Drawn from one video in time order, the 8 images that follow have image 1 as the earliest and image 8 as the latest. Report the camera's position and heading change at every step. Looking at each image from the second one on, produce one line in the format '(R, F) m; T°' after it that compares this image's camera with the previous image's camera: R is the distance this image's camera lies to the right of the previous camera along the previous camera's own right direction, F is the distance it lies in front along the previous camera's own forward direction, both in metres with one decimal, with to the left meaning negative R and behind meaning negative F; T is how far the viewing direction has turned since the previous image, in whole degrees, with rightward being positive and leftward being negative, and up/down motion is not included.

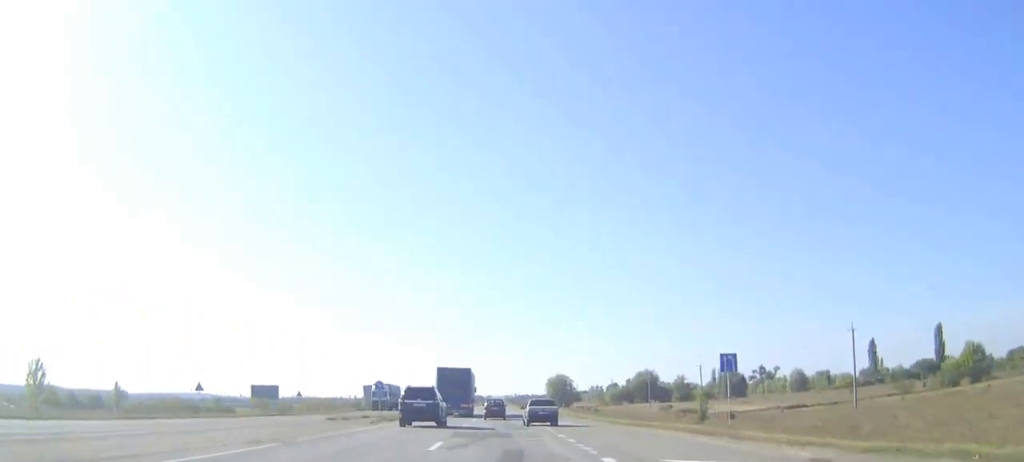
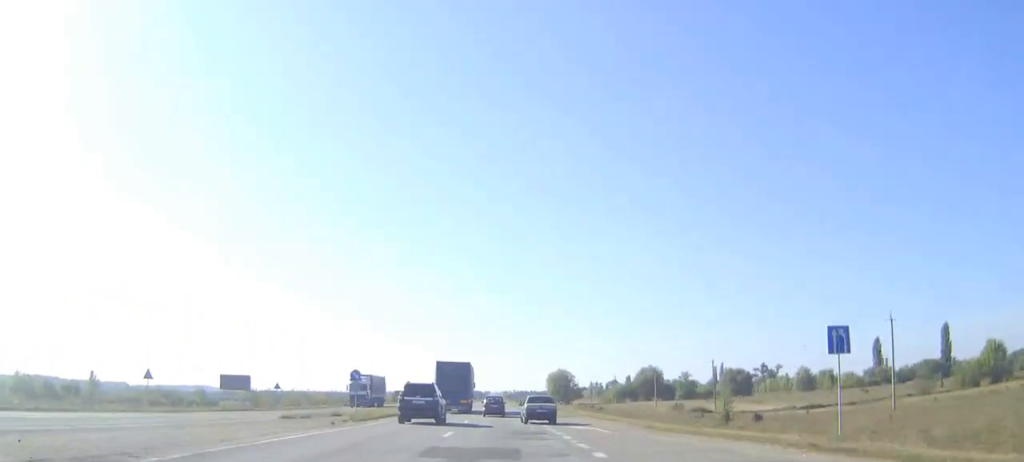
(0.0, +10.2) m; 0°
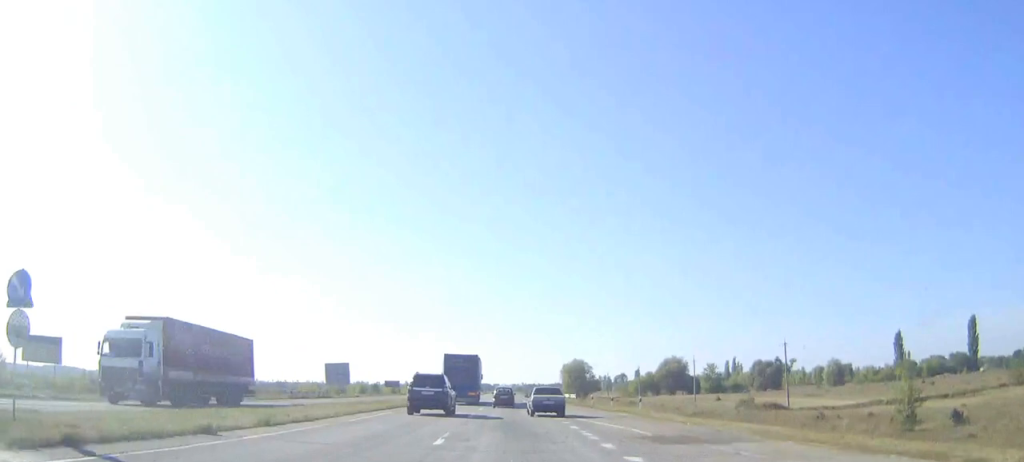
(0.0, +38.6) m; 0°
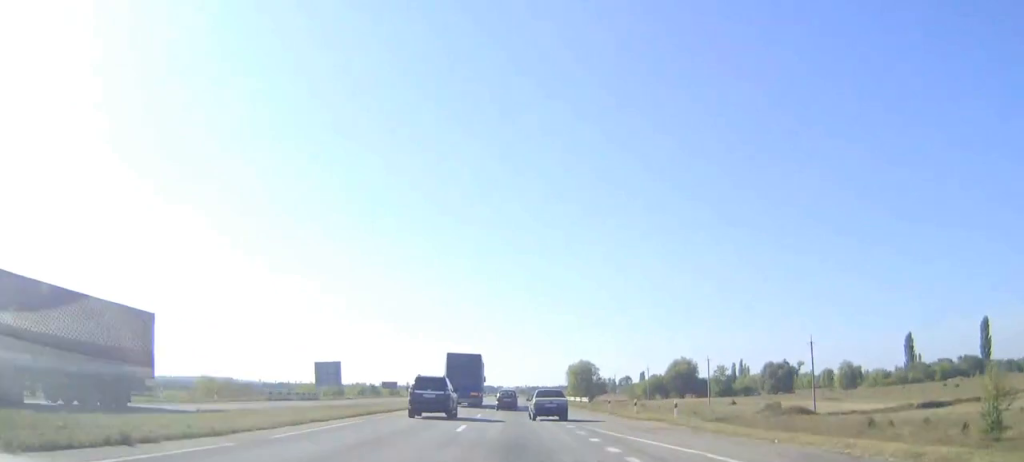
(0.0, +8.6) m; 0°
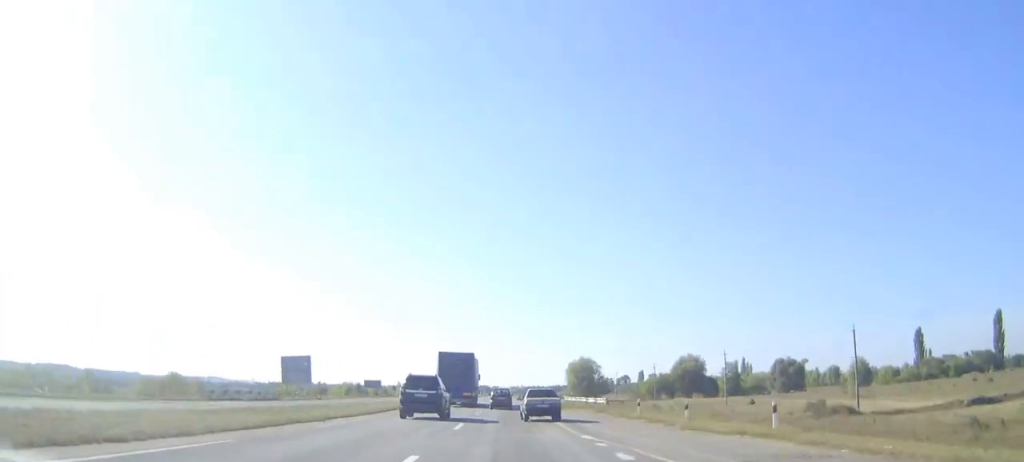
(0.0, +13.8) m; 0°
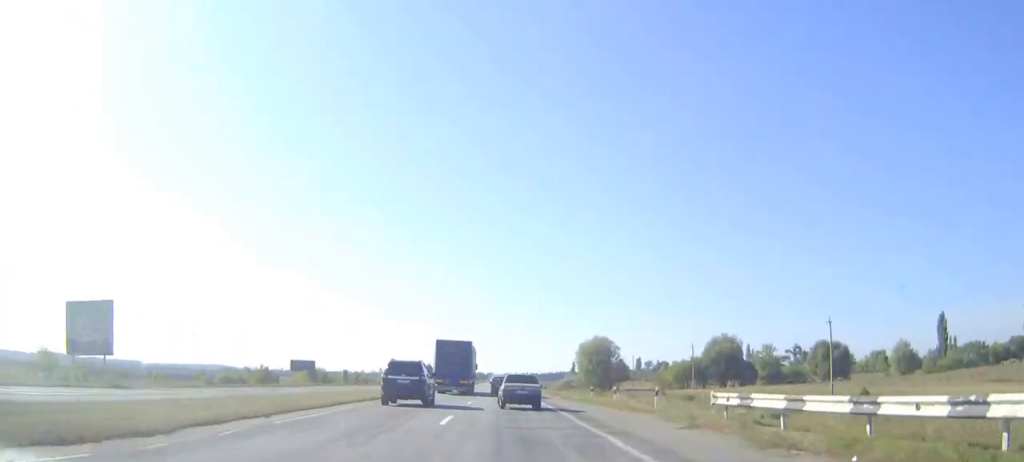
(-0.1, +52.6) m; 0°
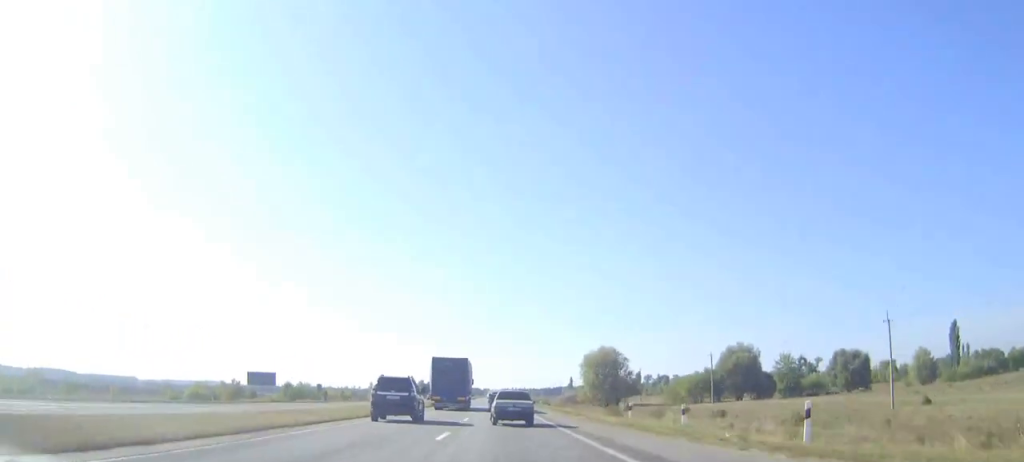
(0.0, +15.6) m; 0°
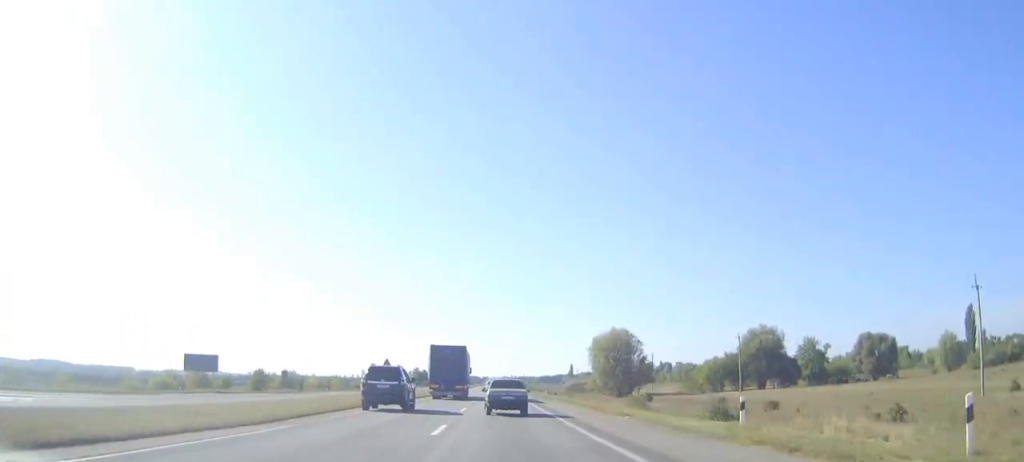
(0.0, +16.7) m; 0°
